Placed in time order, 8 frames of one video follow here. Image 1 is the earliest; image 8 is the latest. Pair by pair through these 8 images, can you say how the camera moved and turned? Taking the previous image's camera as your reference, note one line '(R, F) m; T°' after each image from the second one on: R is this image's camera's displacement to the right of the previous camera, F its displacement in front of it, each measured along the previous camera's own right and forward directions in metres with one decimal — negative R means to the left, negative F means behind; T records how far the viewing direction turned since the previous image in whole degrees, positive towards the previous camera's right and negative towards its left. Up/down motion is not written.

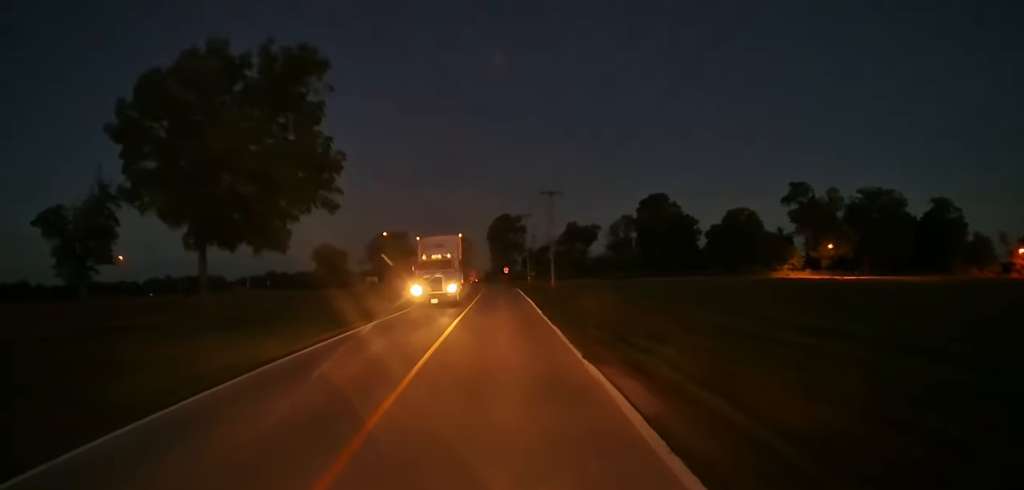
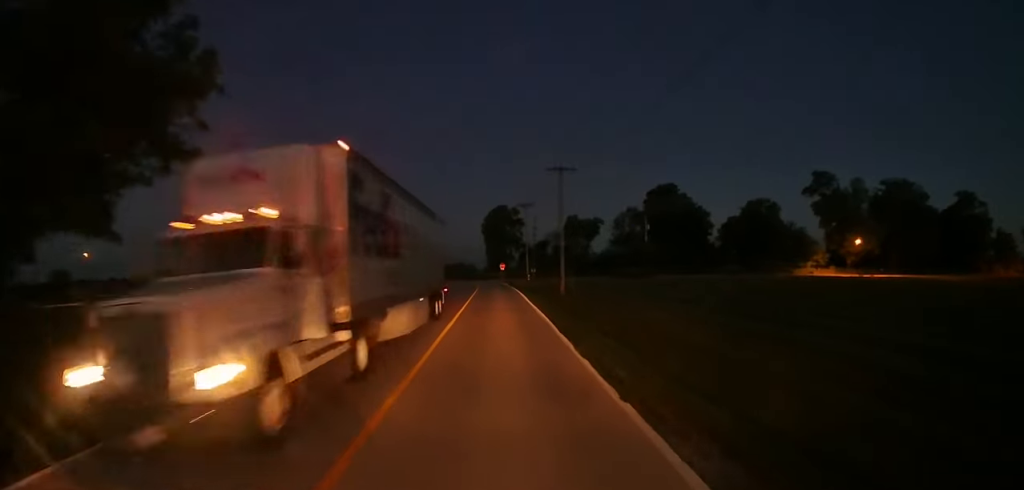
(0.0, +10.4) m; -2°
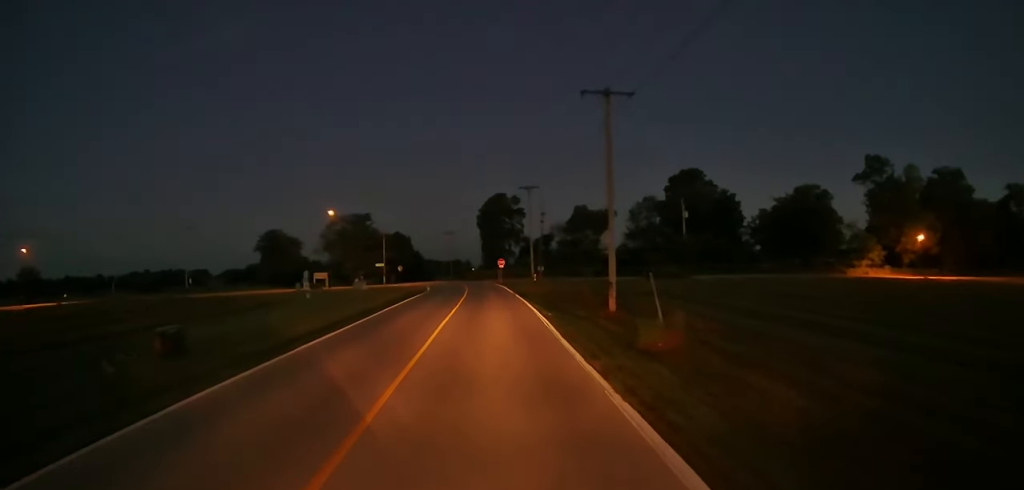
(0.0, +18.4) m; +1°
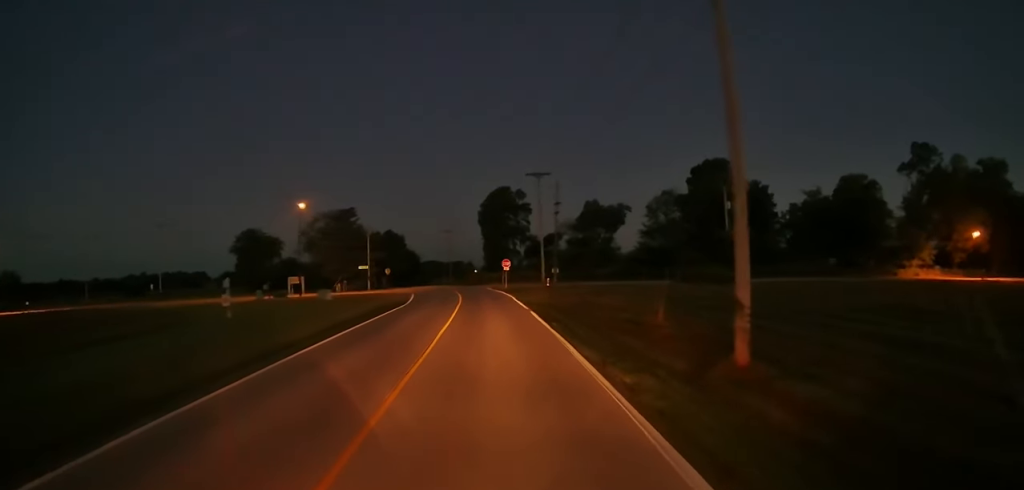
(0.0, +13.5) m; -2°
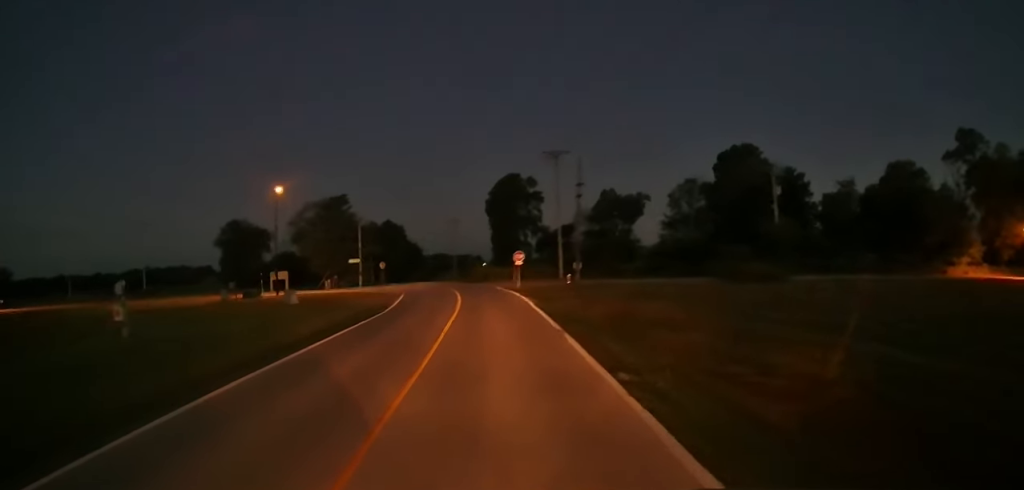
(-0.3, +10.7) m; -1°
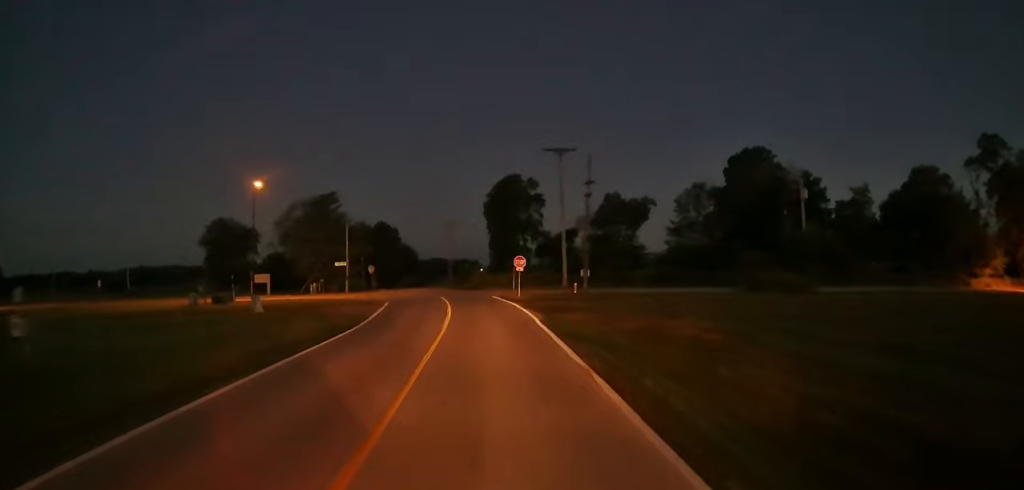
(0.0, +5.8) m; 0°
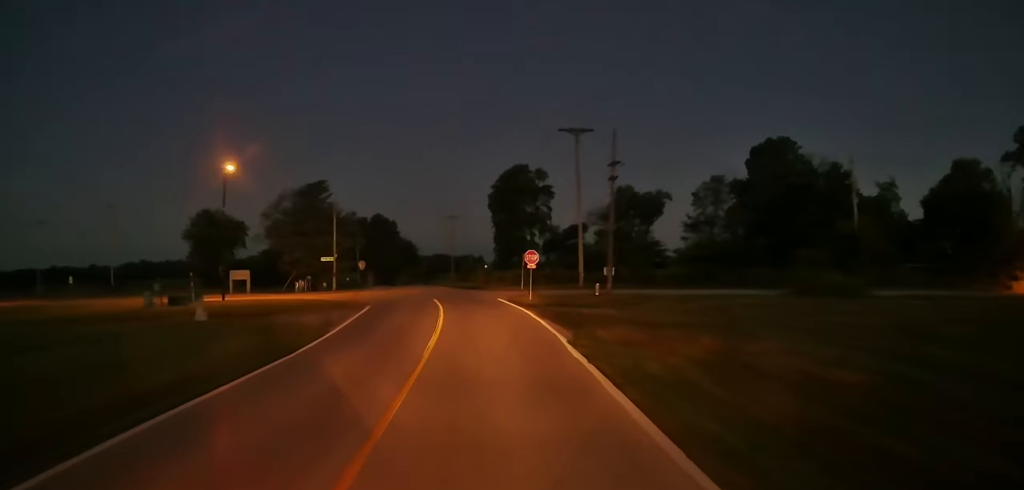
(0.0, +8.4) m; 0°
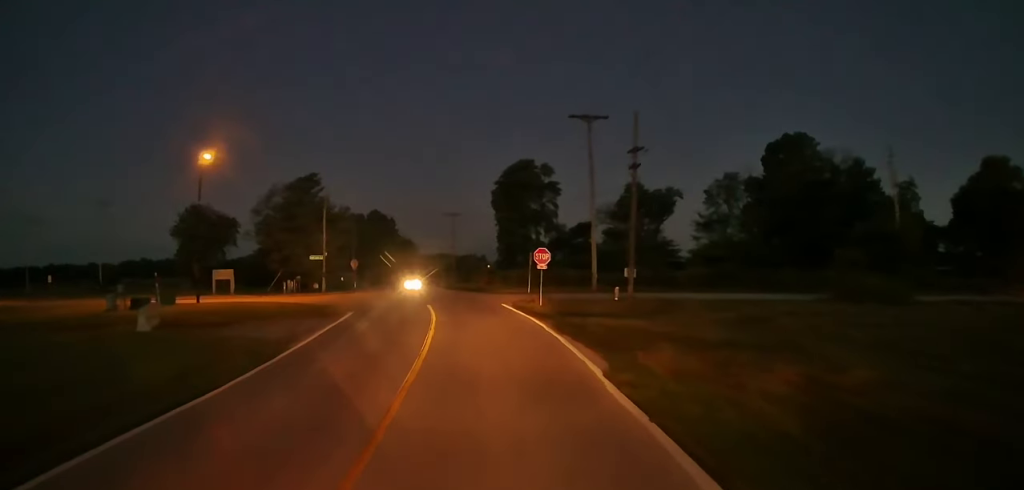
(0.0, +5.9) m; 0°
